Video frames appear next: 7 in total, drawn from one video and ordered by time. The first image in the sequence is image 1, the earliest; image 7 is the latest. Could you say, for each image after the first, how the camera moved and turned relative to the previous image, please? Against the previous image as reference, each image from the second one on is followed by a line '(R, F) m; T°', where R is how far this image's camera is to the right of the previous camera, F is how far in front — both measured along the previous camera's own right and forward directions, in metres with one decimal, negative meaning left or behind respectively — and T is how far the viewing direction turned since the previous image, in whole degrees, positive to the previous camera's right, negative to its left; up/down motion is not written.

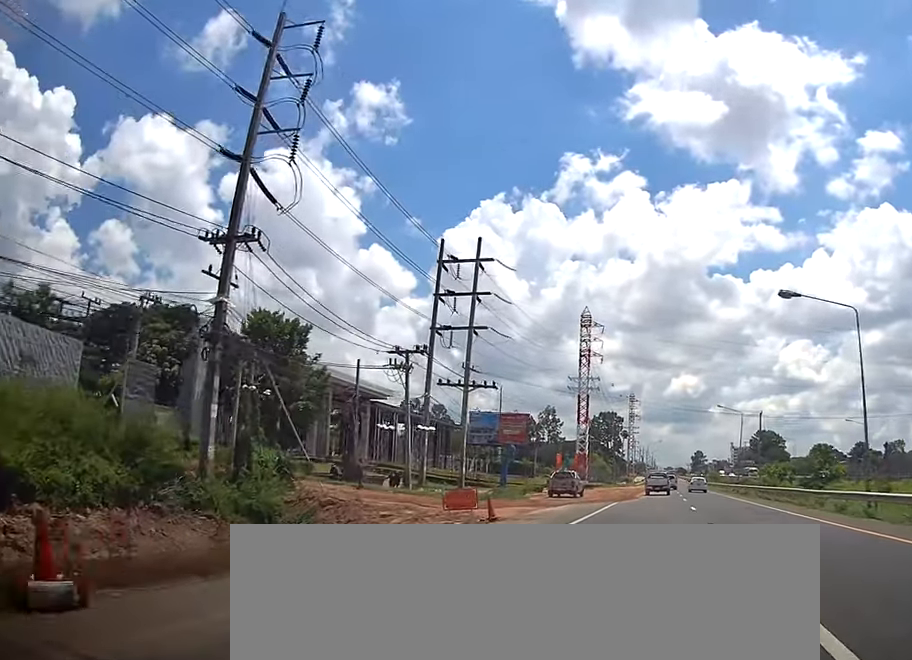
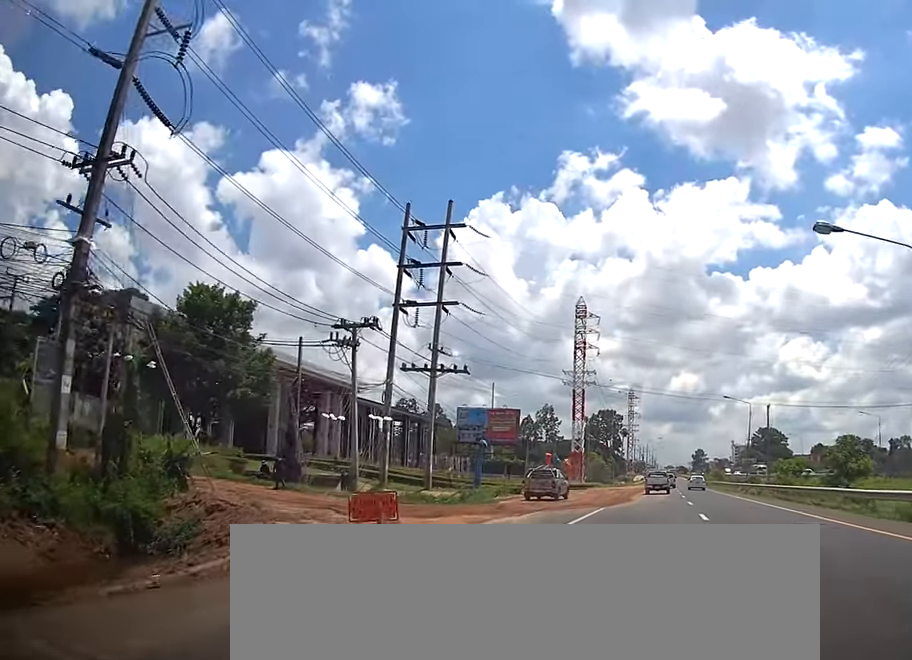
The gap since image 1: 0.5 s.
(-0.3, +7.8) m; 0°
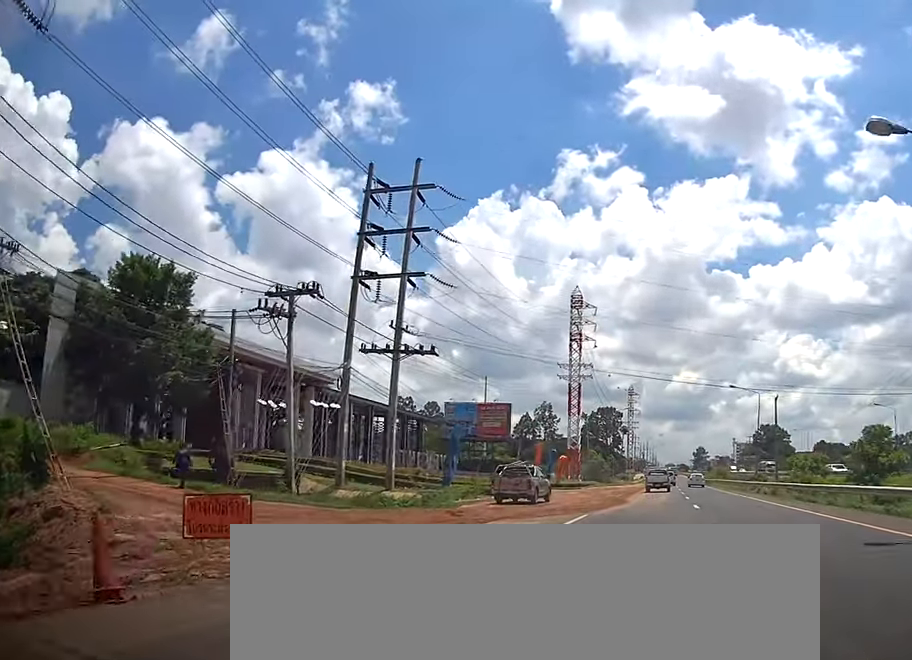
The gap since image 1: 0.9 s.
(-0.1, +6.7) m; 0°
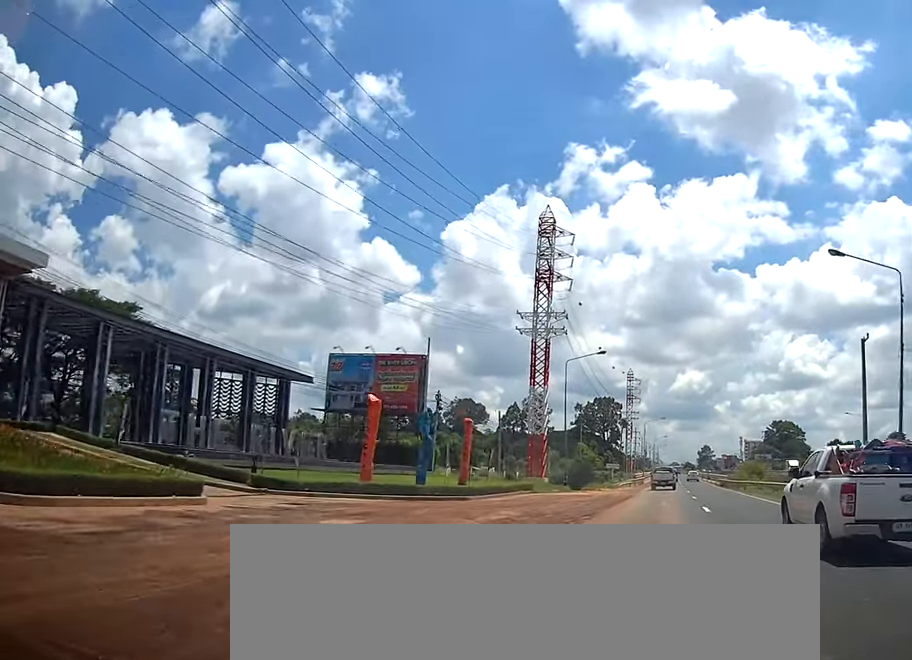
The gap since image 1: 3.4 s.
(-0.5, +39.4) m; -1°
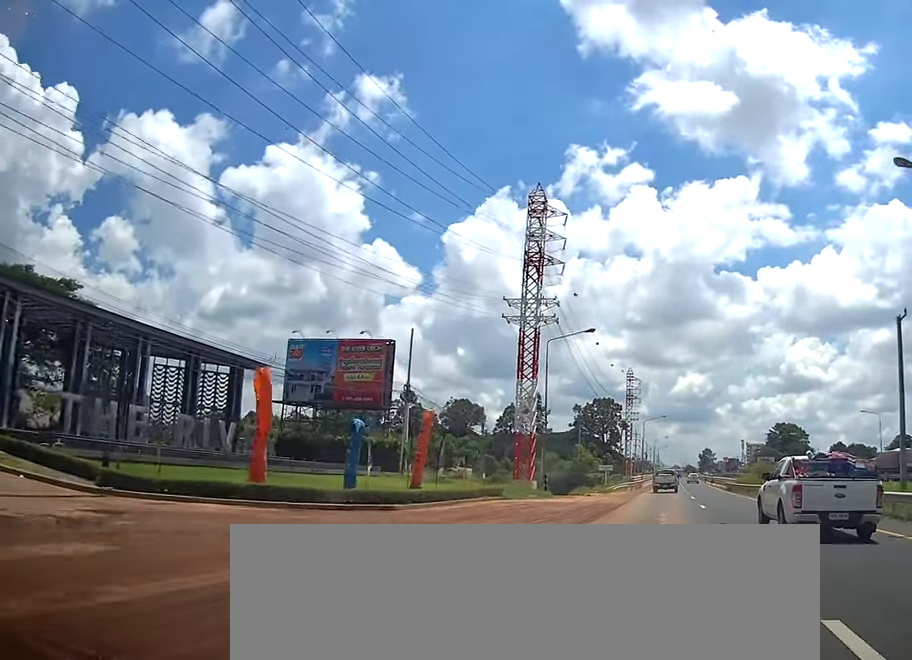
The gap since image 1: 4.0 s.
(0.0, +8.3) m; +1°
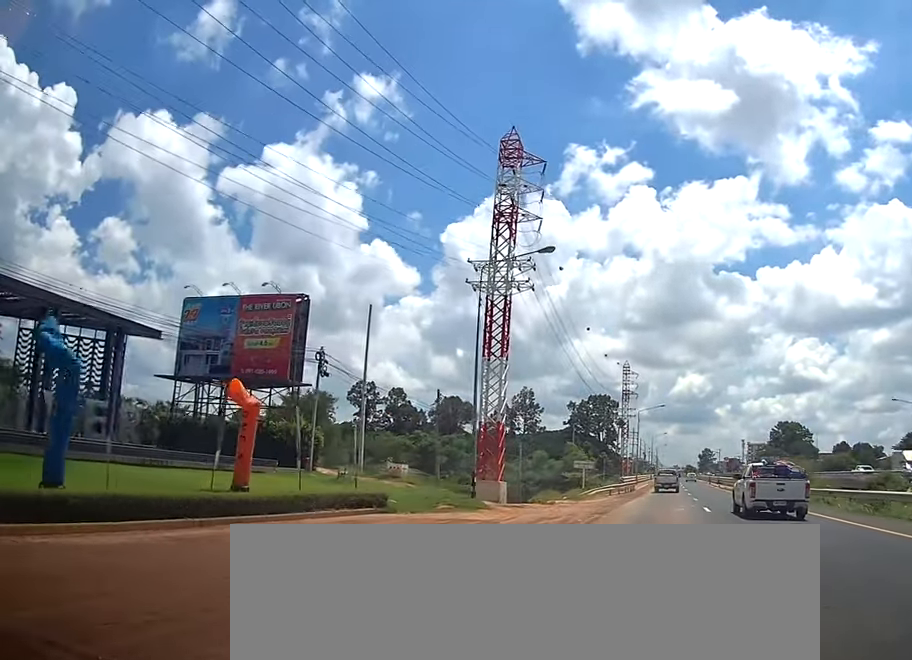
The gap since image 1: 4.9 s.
(+0.5, +15.1) m; 0°
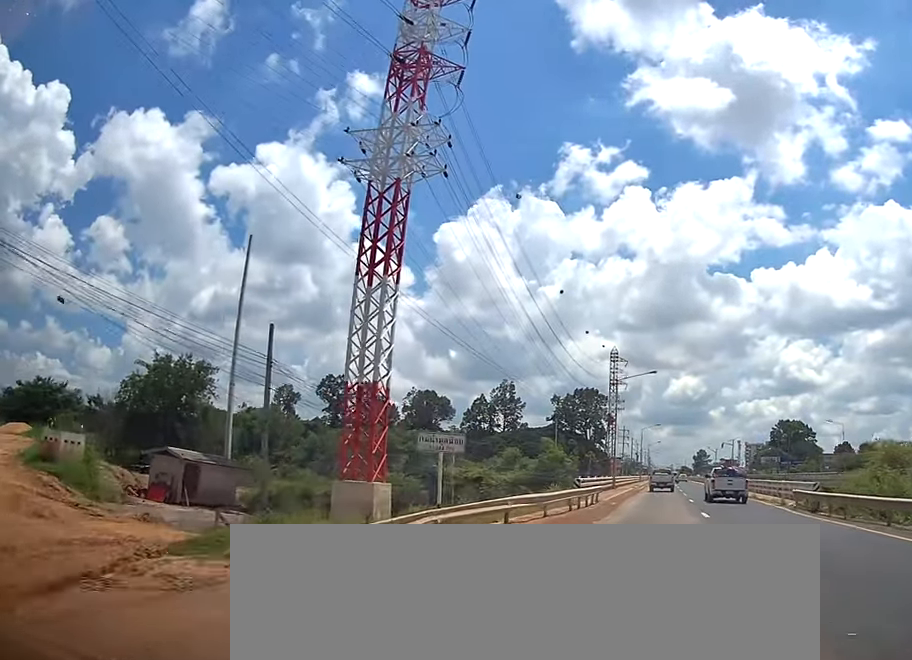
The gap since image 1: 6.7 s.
(-1.1, +27.1) m; +1°
